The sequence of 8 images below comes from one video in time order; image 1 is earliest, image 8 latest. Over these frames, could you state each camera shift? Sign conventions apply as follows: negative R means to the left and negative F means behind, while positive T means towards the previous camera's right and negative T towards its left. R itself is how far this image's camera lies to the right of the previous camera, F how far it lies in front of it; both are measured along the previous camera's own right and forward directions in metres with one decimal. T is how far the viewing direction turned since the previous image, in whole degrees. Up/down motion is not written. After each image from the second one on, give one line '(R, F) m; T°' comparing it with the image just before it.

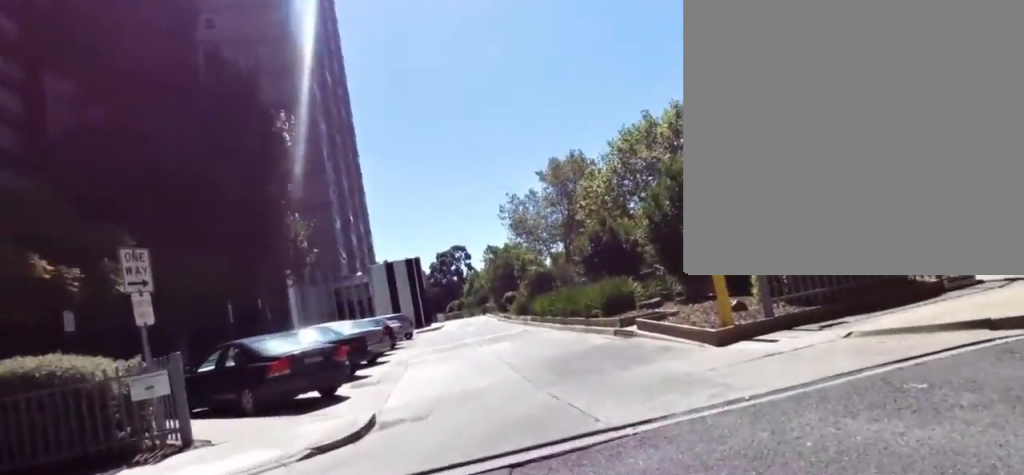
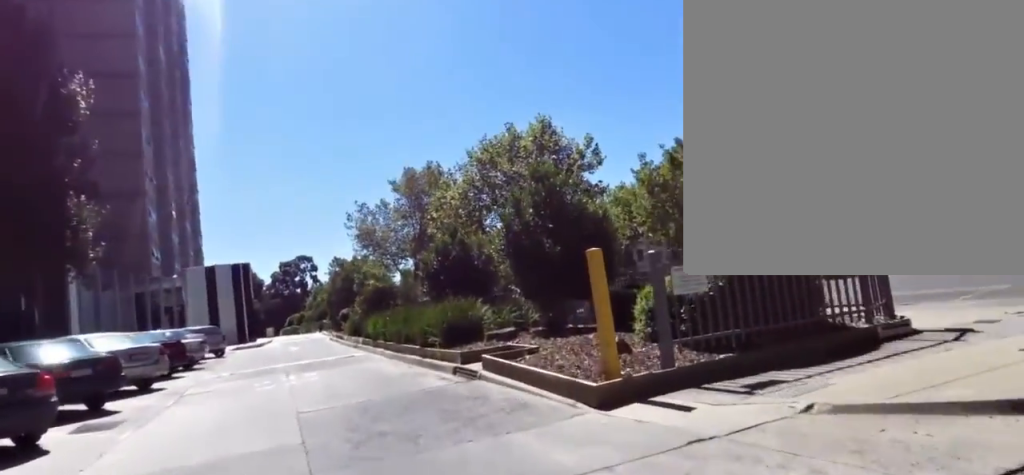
(+0.1, +2.8) m; -10°
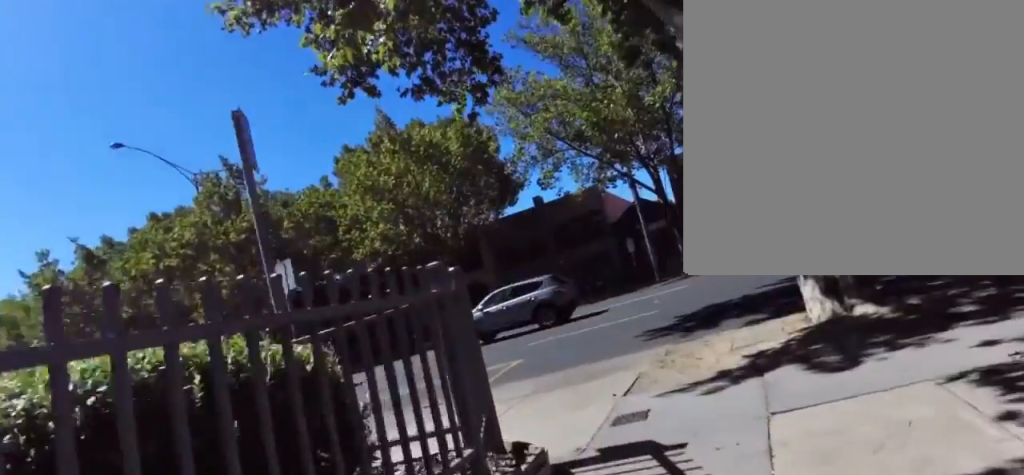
(-0.1, +4.2) m; +31°
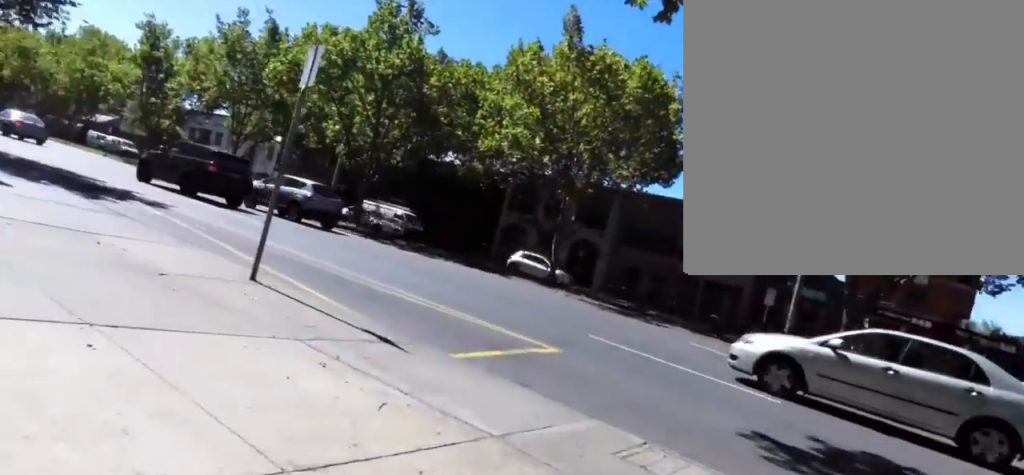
(+1.8, +4.0) m; +14°
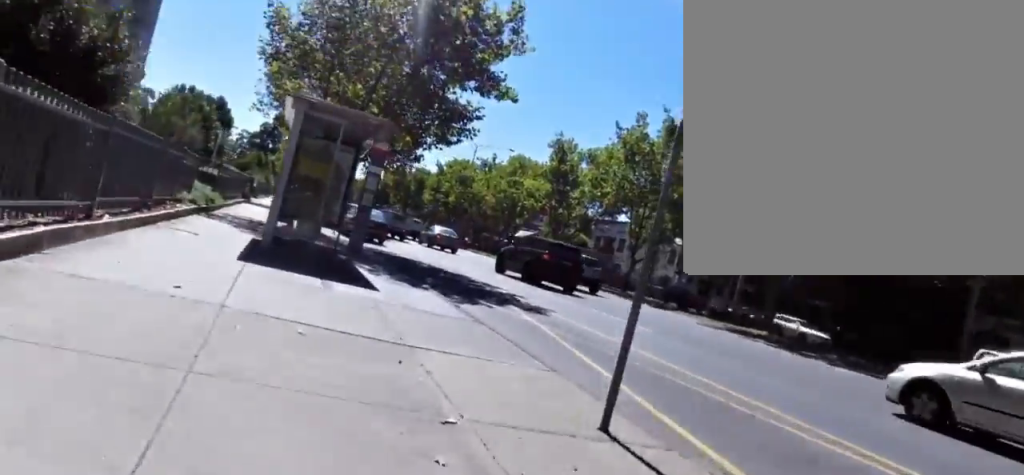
(-0.3, +3.4) m; -22°
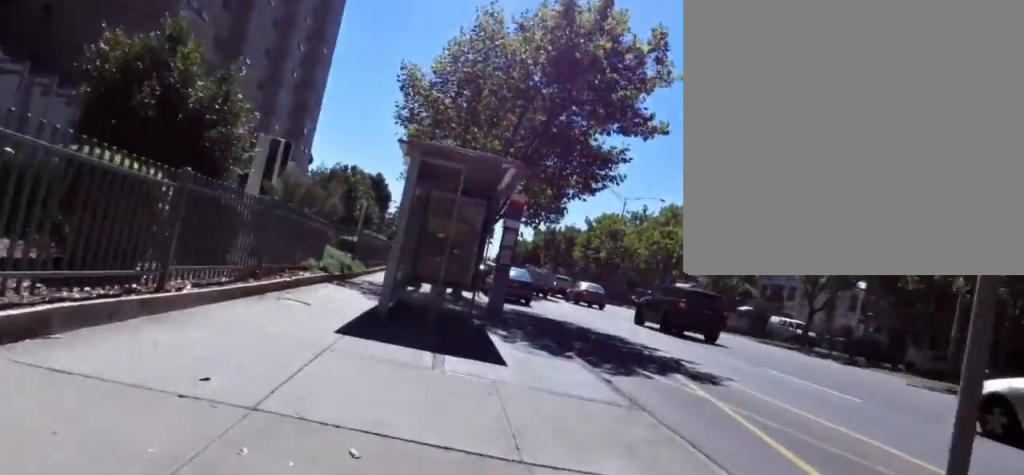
(-0.6, +2.2) m; -16°
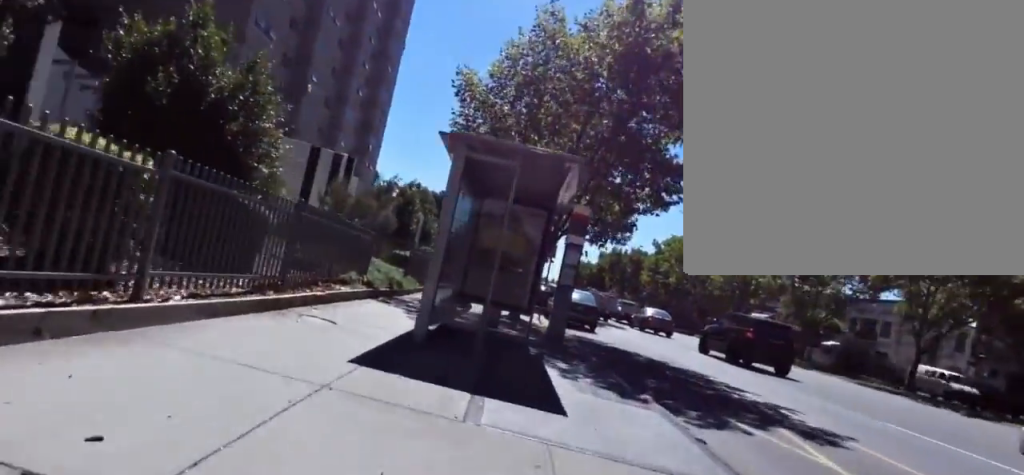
(-0.2, +1.7) m; -9°
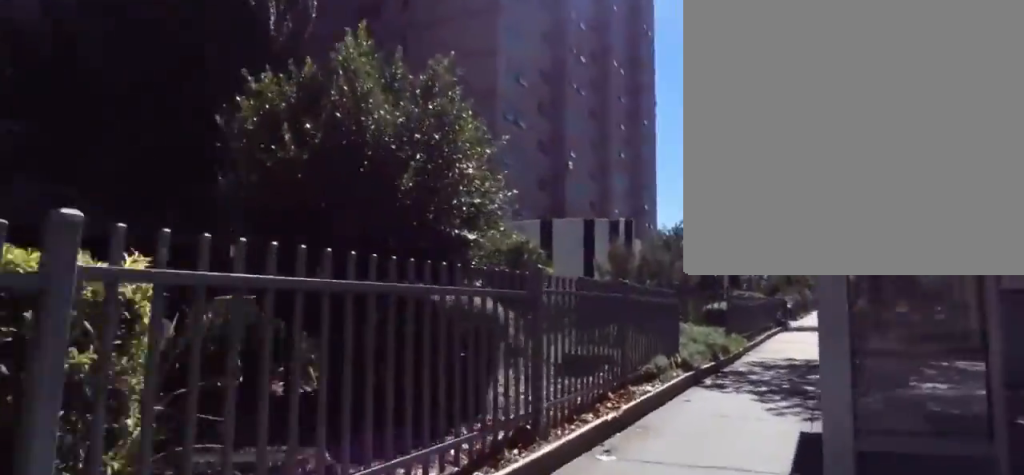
(-0.4, +4.2) m; -13°
